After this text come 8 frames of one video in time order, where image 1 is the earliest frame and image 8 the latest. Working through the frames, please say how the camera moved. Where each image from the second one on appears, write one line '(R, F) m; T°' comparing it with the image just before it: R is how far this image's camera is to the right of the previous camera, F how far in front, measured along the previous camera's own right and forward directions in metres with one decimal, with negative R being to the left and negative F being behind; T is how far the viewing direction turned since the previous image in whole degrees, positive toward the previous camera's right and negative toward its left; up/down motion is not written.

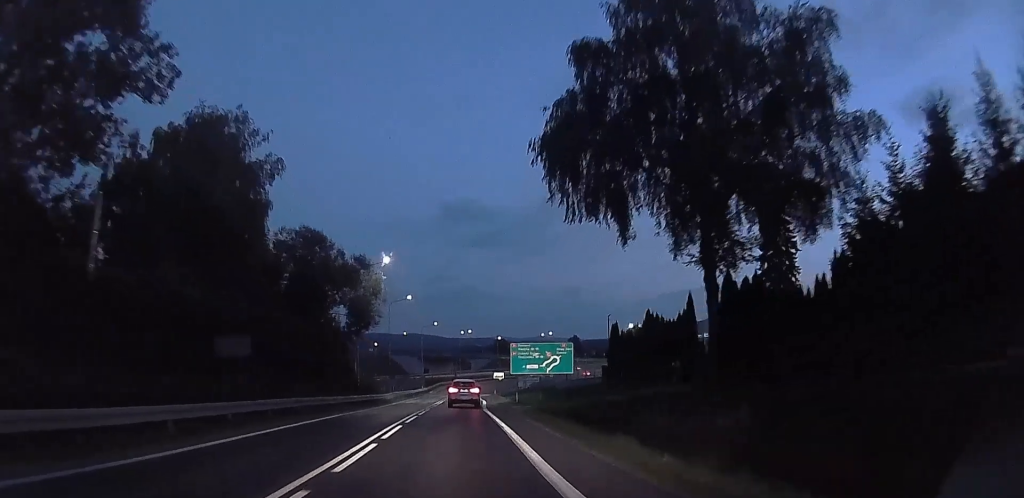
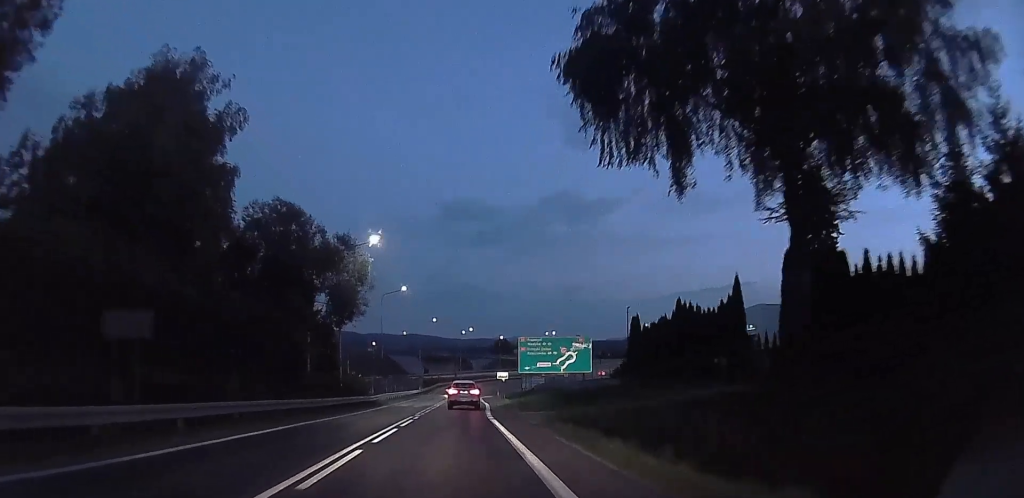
(+0.2, +6.6) m; +2°
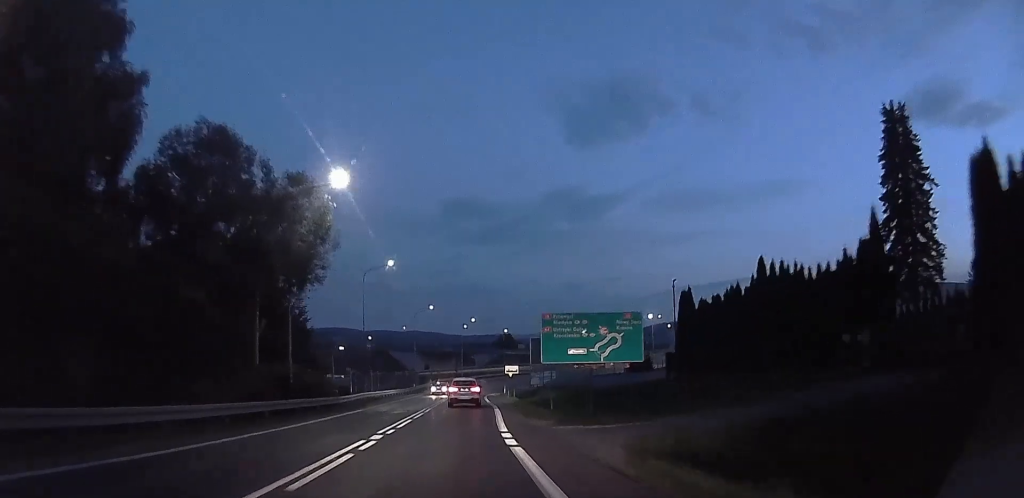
(0.0, +11.7) m; 0°
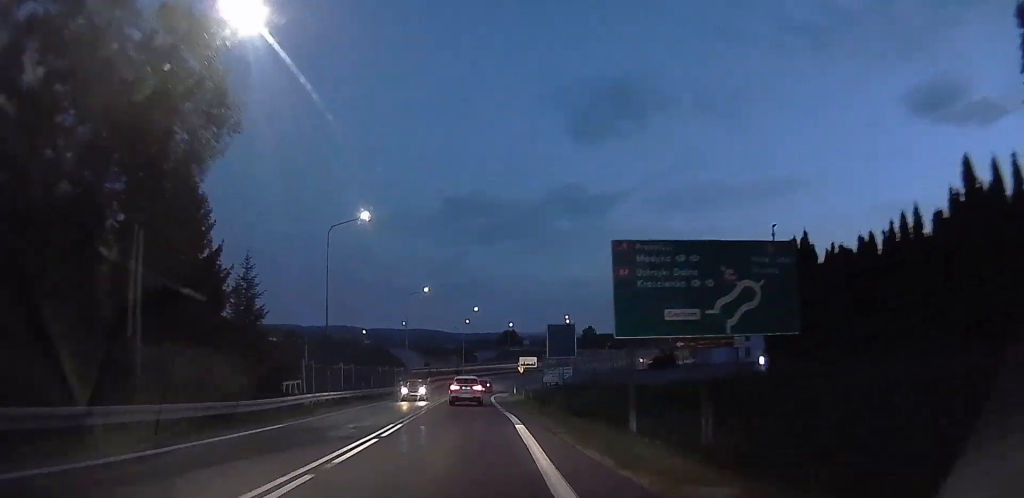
(+0.1, +14.7) m; 0°
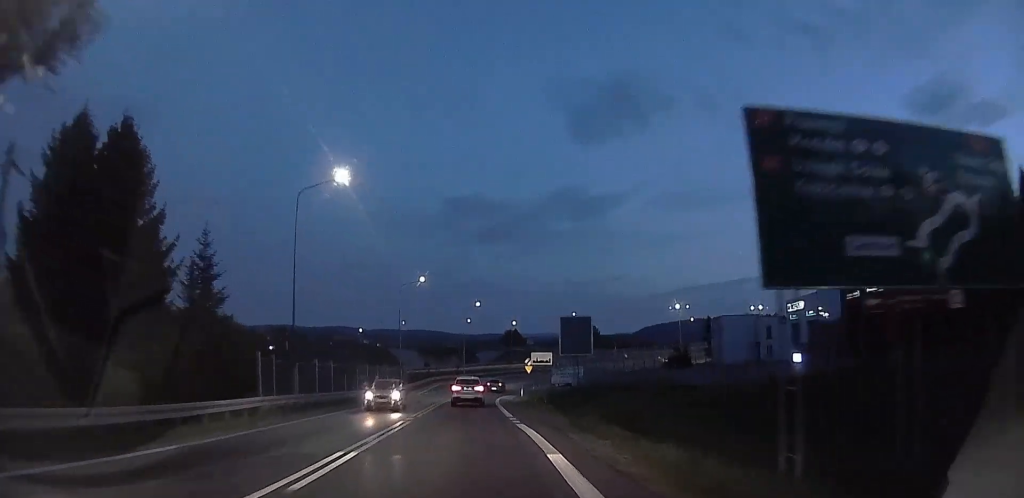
(0.0, +7.9) m; 0°
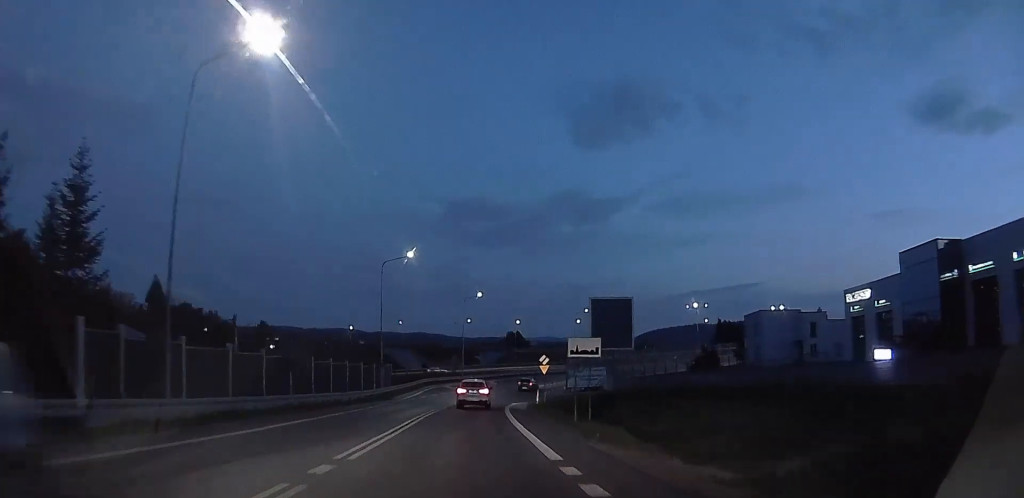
(0.0, +14.0) m; 0°
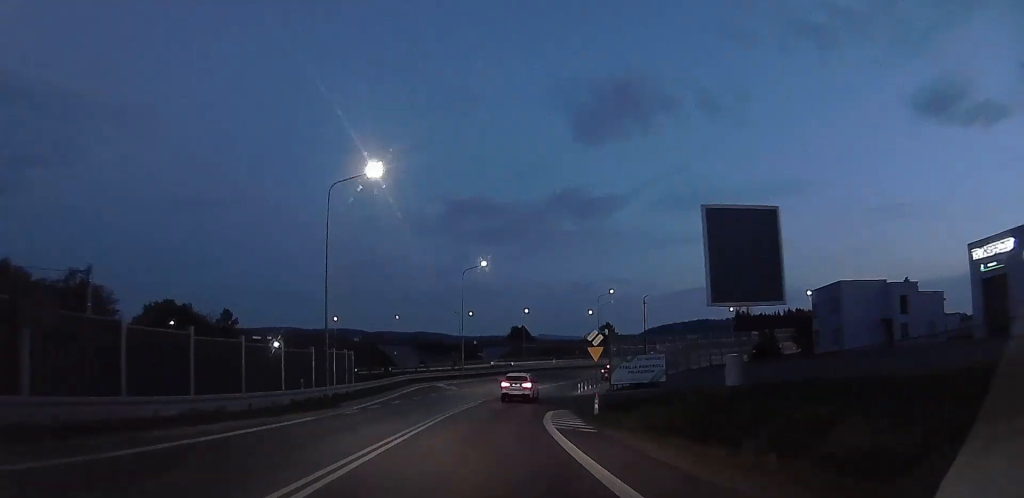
(+0.1, +21.3) m; 0°
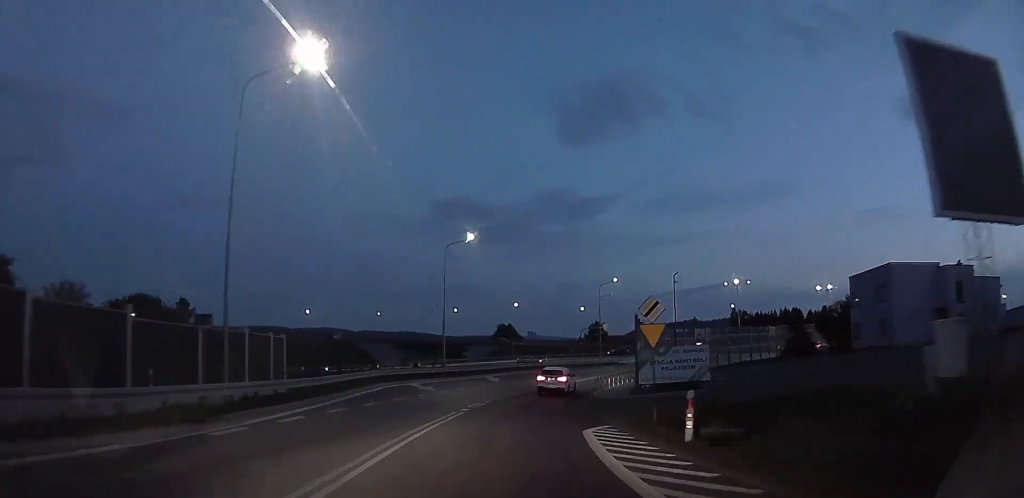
(0.0, +12.1) m; 0°
